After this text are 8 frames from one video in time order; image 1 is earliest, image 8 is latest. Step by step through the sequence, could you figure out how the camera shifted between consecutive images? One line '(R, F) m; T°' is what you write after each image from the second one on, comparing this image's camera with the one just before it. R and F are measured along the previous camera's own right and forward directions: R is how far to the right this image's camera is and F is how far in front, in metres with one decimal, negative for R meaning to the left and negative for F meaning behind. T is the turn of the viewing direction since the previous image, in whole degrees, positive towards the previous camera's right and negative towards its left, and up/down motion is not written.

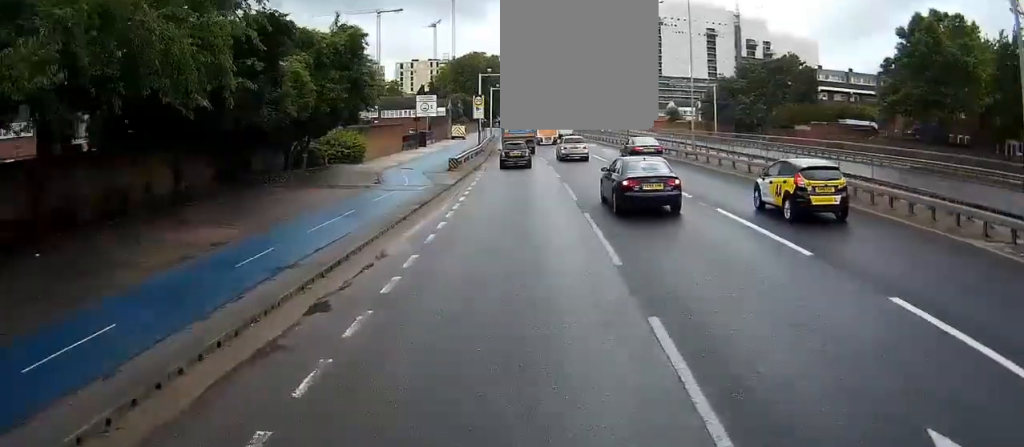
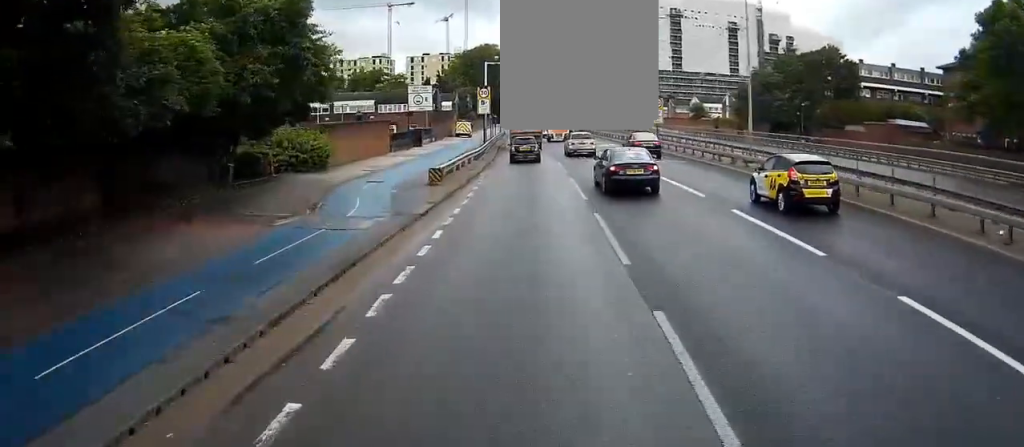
(0.0, +10.2) m; 0°
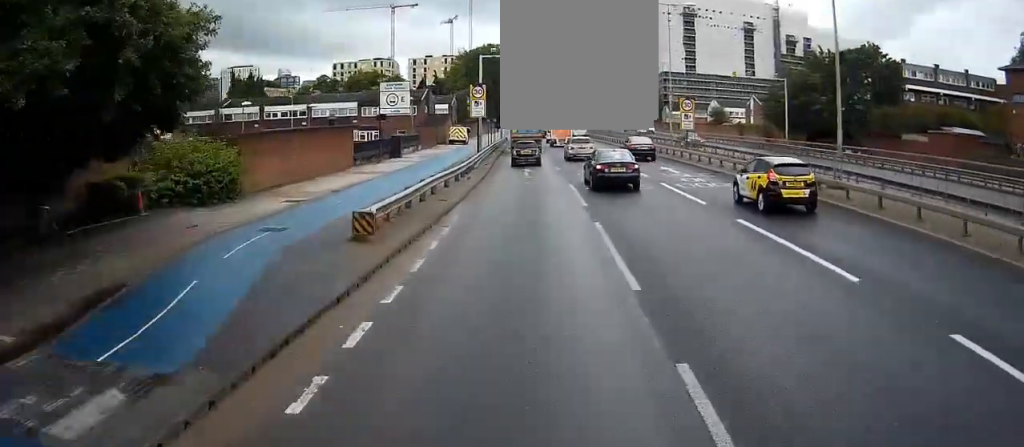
(0.0, +11.1) m; 0°
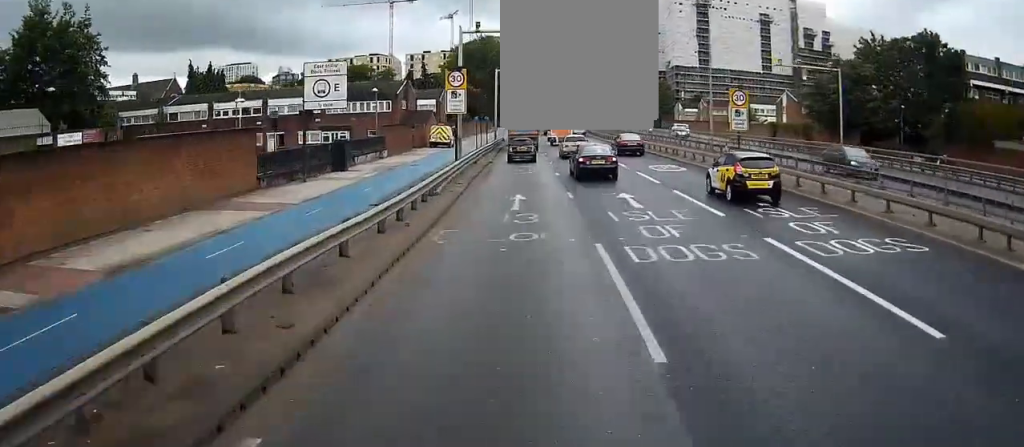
(0.0, +14.2) m; 0°
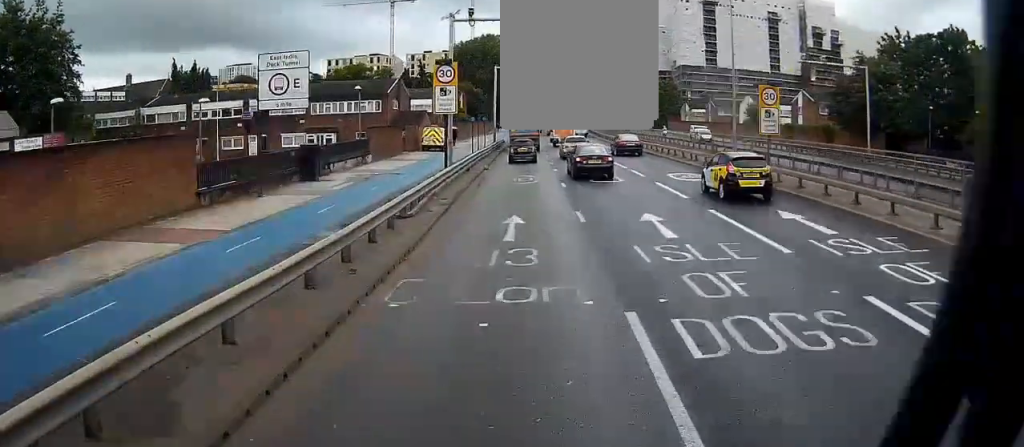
(0.0, +5.3) m; -1°
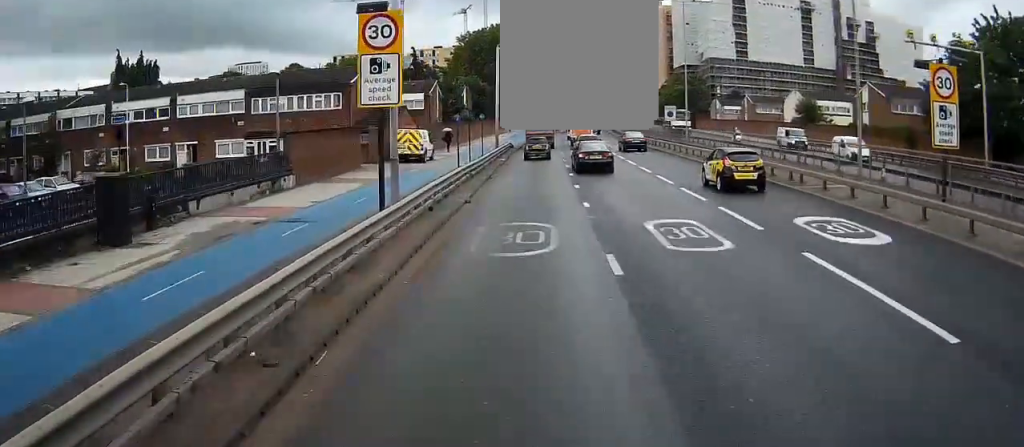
(-0.3, +15.9) m; -2°
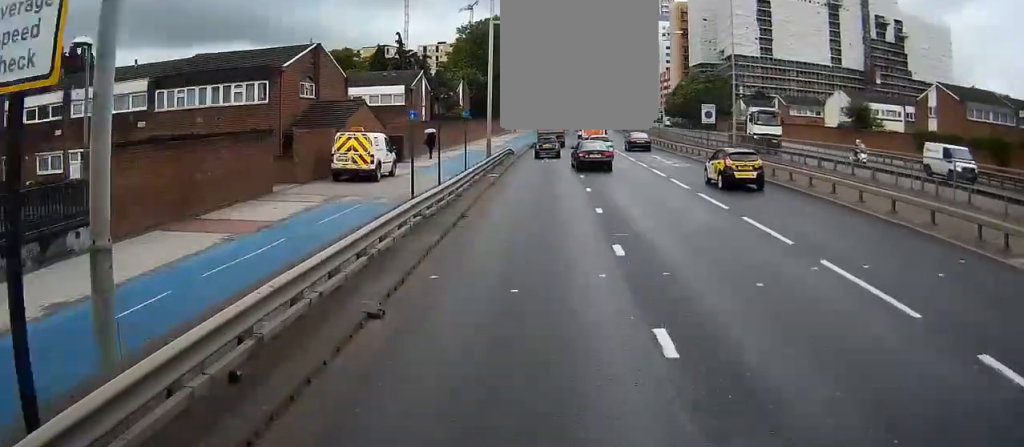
(-0.1, +13.2) m; -1°
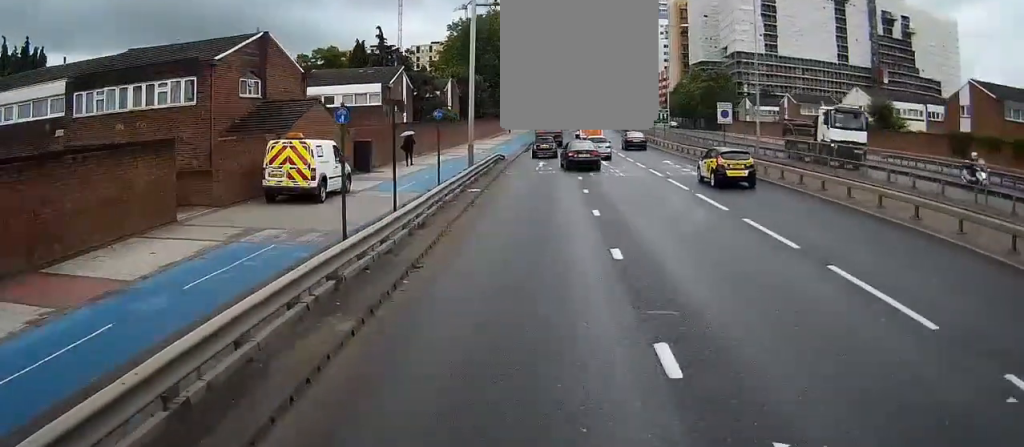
(0.0, +6.2) m; 0°
